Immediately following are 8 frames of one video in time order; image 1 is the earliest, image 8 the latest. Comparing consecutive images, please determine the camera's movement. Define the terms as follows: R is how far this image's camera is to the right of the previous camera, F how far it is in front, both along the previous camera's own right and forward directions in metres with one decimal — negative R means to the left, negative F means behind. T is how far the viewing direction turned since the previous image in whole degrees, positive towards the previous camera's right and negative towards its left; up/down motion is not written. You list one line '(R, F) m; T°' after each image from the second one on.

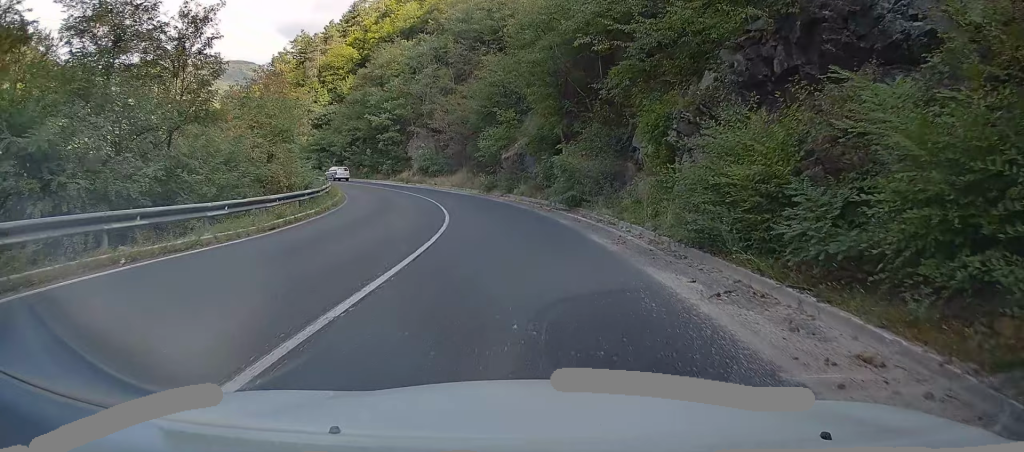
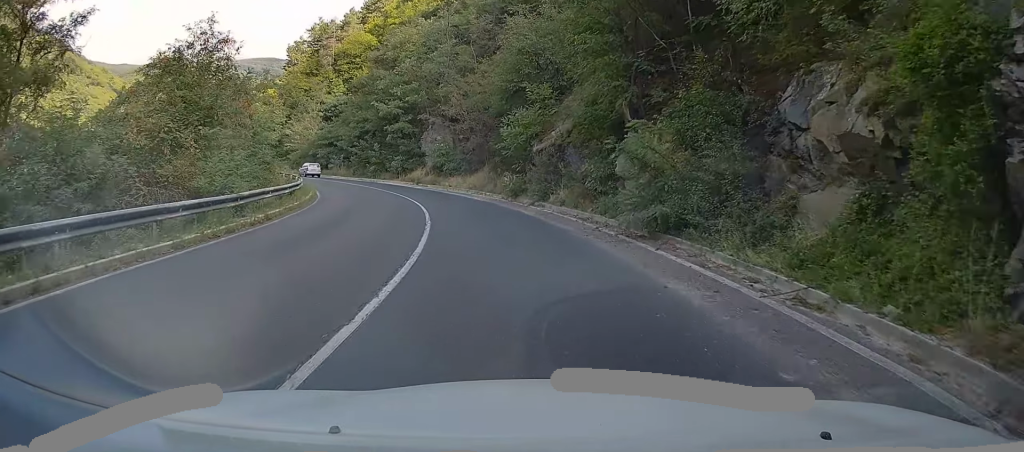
(-0.4, +10.5) m; -5°
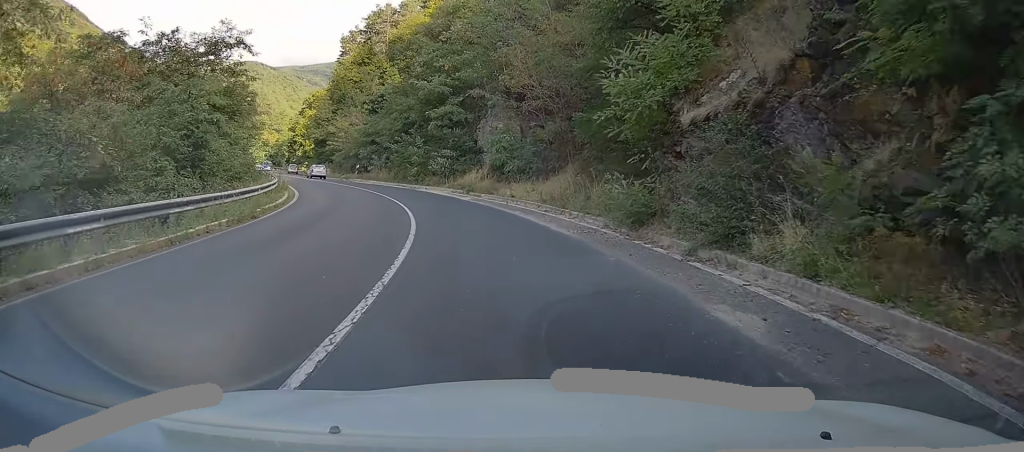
(-1.0, +15.1) m; -8°
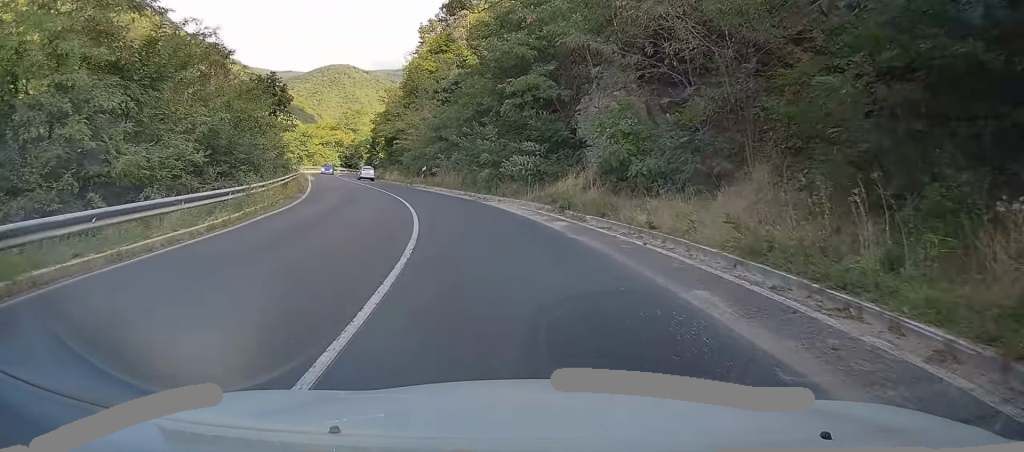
(-0.9, +13.2) m; -8°
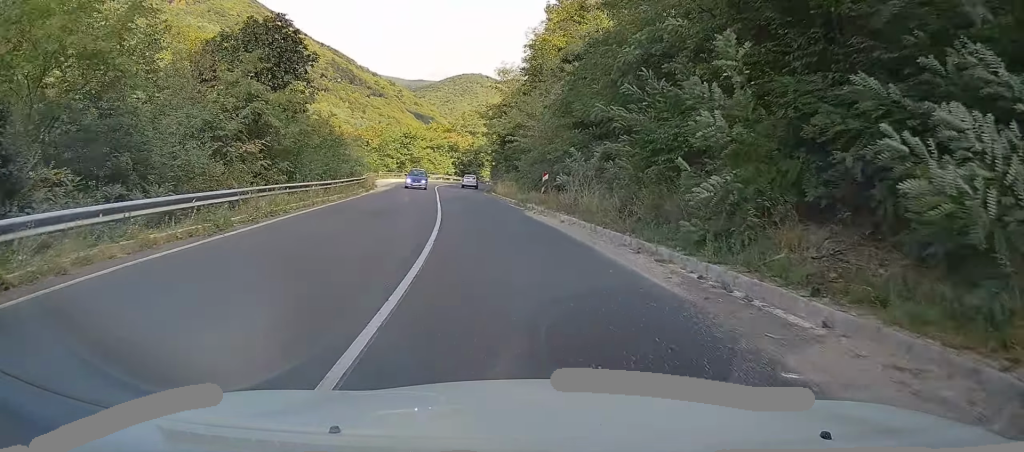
(-2.0, +20.7) m; -10°
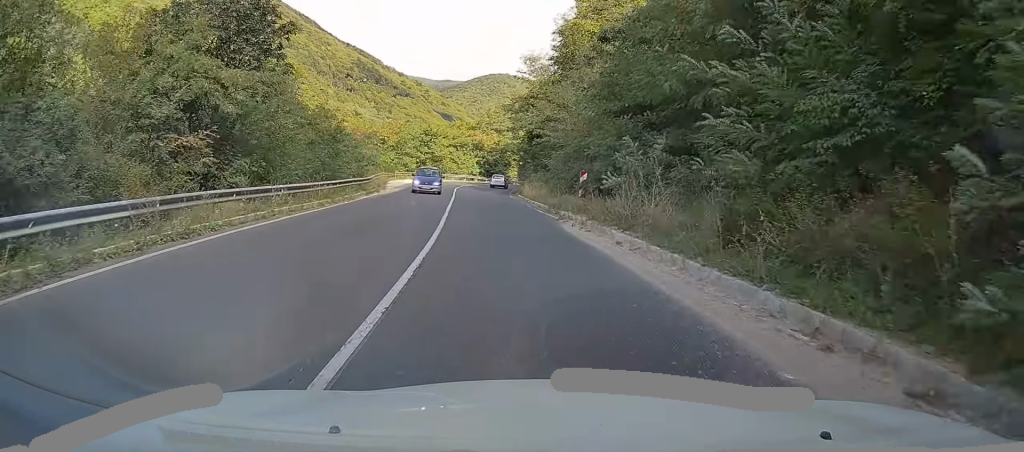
(-0.1, +6.4) m; -2°
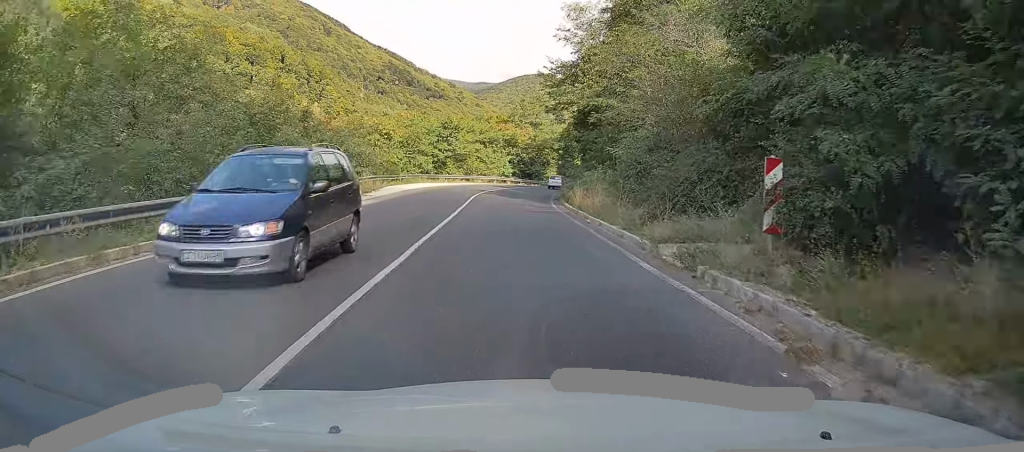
(-0.5, +16.4) m; -3°
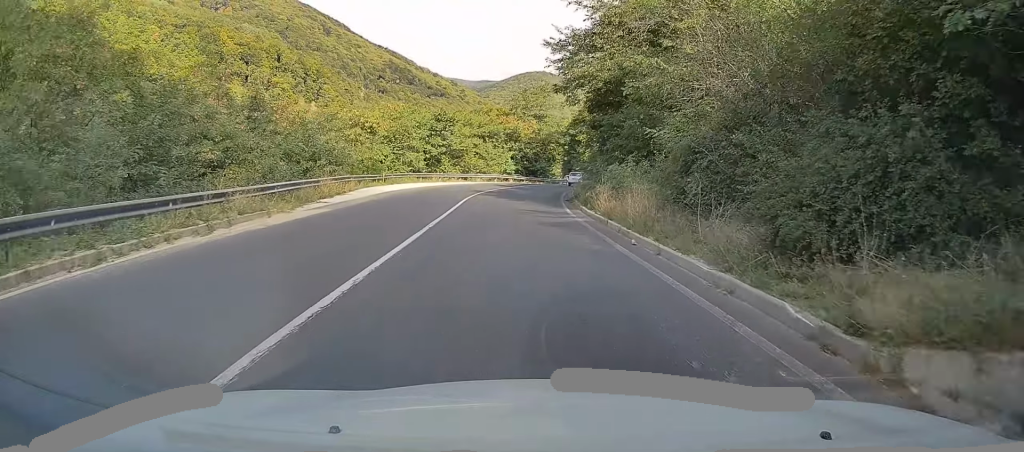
(-0.2, +7.8) m; -1°
